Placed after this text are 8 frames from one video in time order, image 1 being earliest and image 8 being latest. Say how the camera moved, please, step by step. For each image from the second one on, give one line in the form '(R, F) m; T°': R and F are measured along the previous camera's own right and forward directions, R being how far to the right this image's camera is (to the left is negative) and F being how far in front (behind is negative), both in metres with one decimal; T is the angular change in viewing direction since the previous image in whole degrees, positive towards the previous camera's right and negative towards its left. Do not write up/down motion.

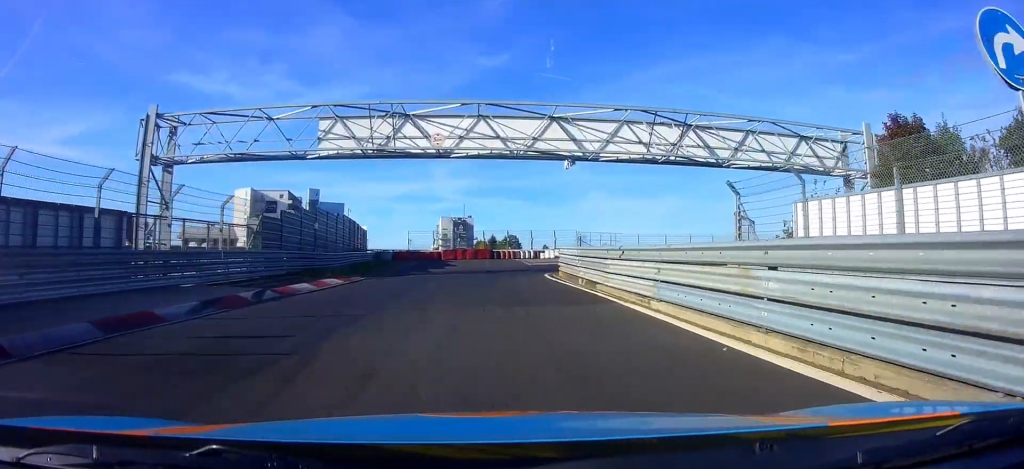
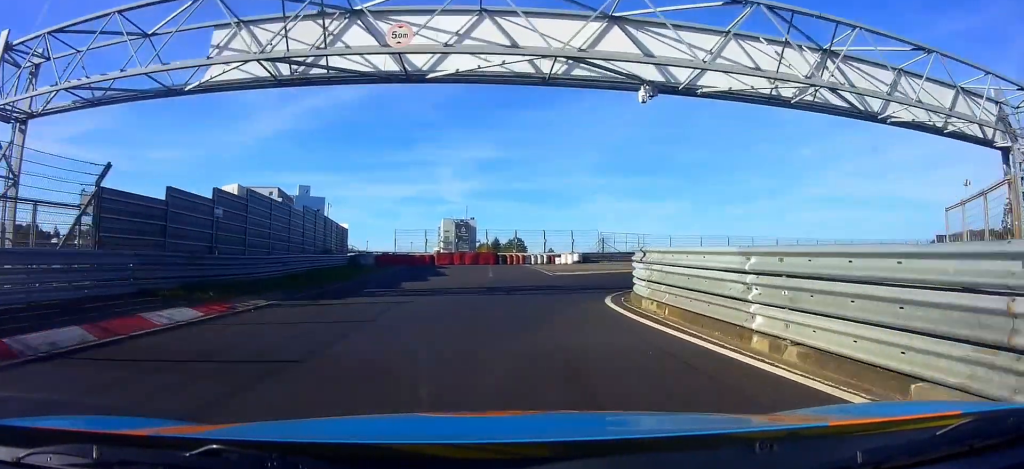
(-1.0, +12.5) m; 0°
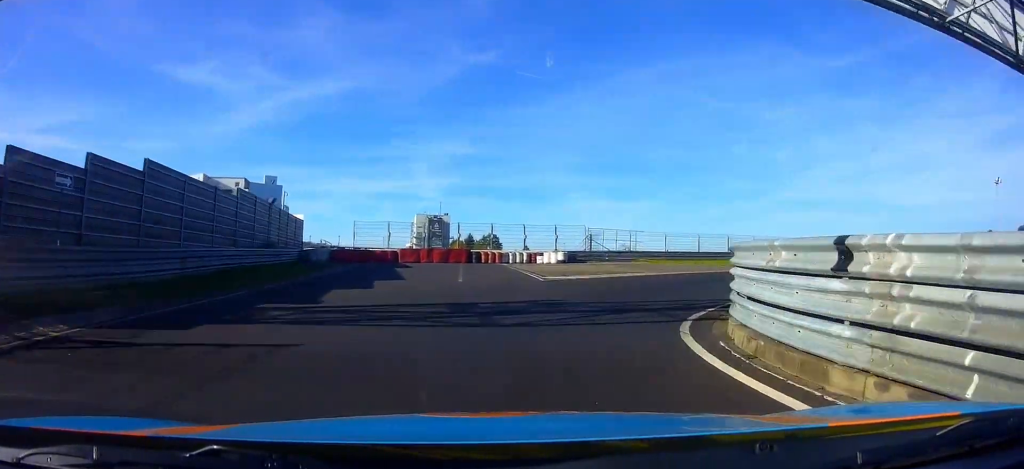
(-0.1, +8.1) m; +1°
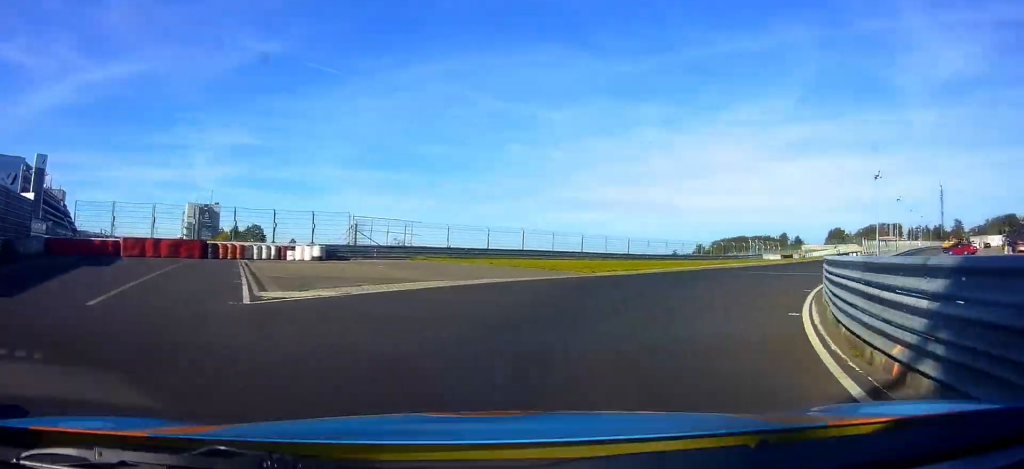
(+1.0, +14.1) m; +6°
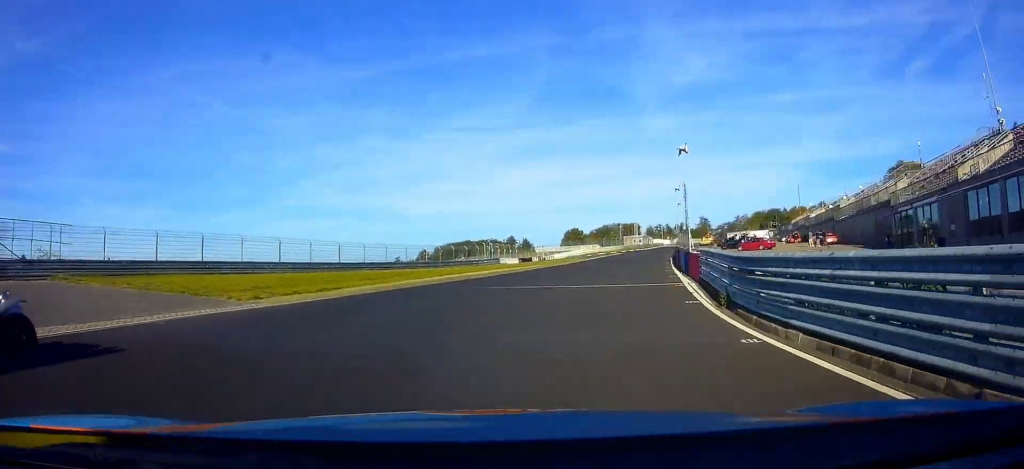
(+0.9, +16.3) m; +11°
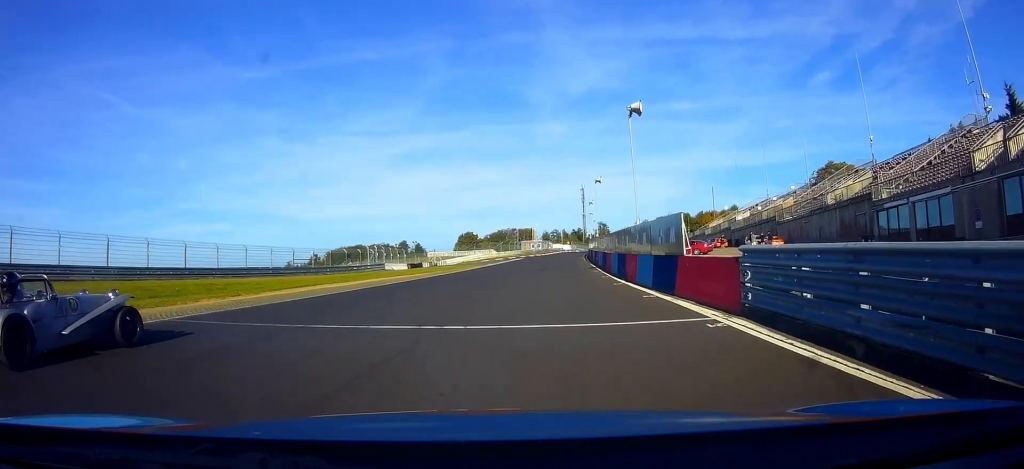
(+0.7, +11.1) m; +10°
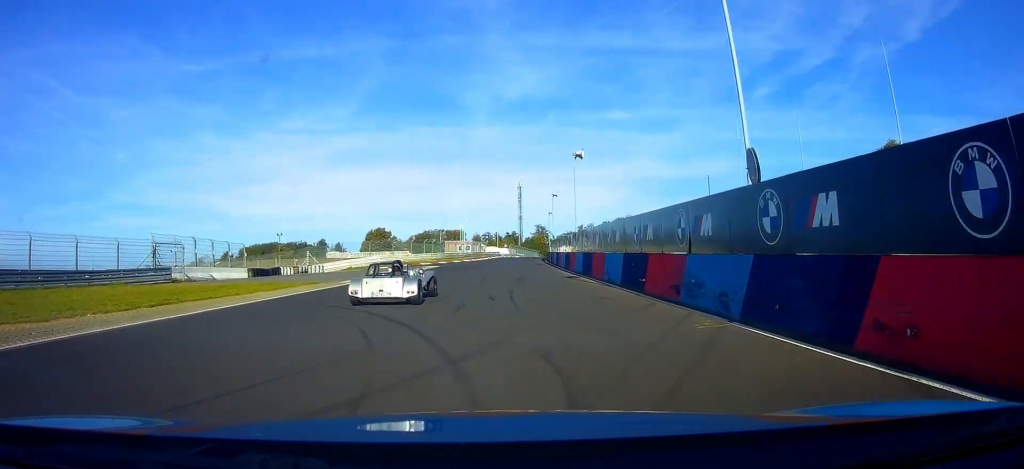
(+7.9, +33.3) m; +28°
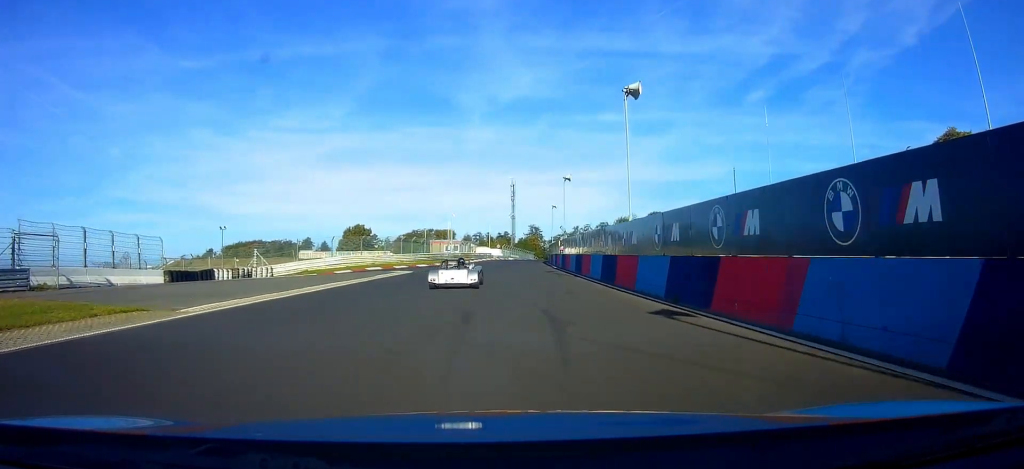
(+1.9, +14.0) m; +9°
